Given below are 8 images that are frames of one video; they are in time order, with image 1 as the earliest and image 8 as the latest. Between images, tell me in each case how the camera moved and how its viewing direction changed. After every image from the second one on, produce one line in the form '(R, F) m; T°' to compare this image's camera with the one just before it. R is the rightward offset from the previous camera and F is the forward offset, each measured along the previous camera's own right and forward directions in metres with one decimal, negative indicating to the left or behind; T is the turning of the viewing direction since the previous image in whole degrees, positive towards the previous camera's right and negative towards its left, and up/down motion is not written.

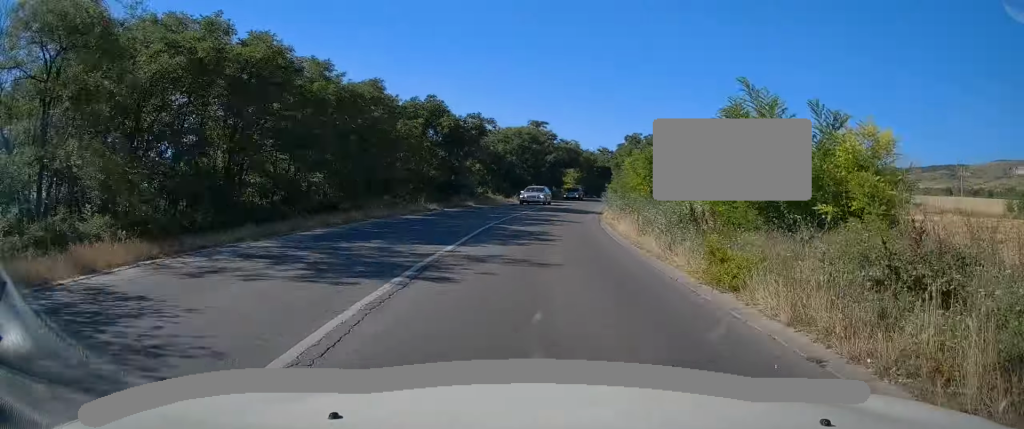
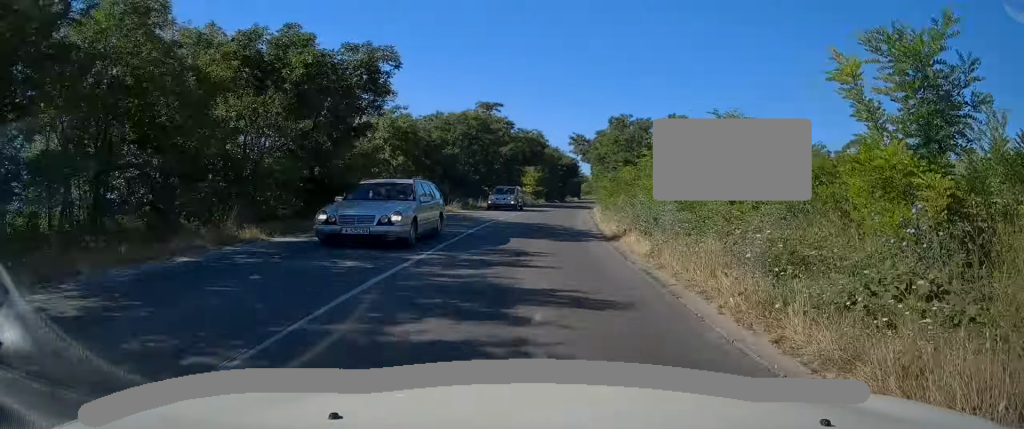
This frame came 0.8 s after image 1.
(+0.4, +17.0) m; +3°
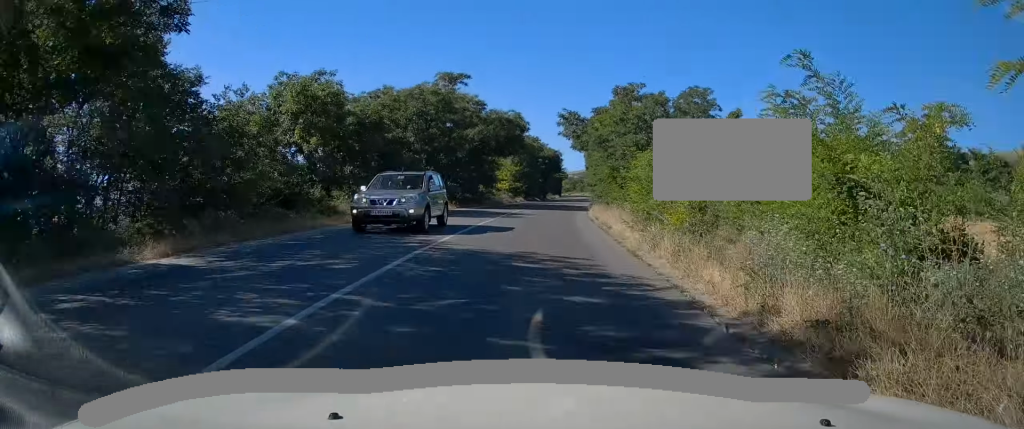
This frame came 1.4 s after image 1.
(+0.1, +12.3) m; +2°
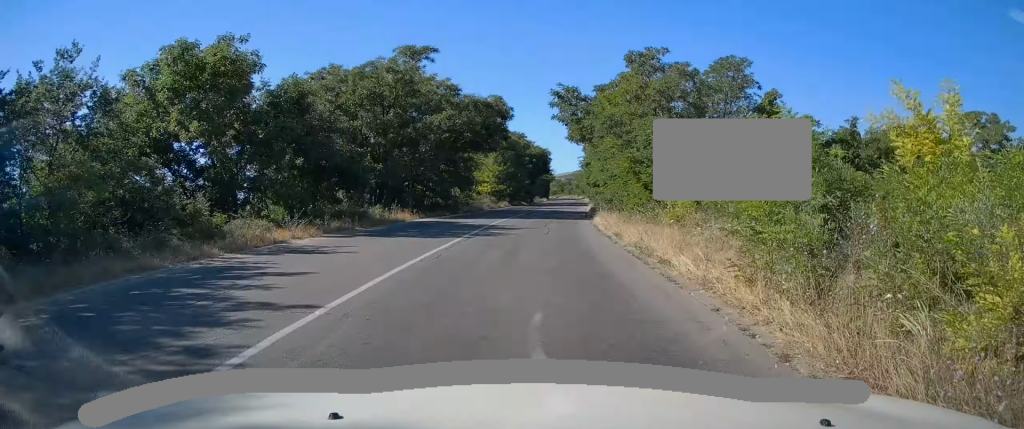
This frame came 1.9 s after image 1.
(+0.2, +8.8) m; +1°
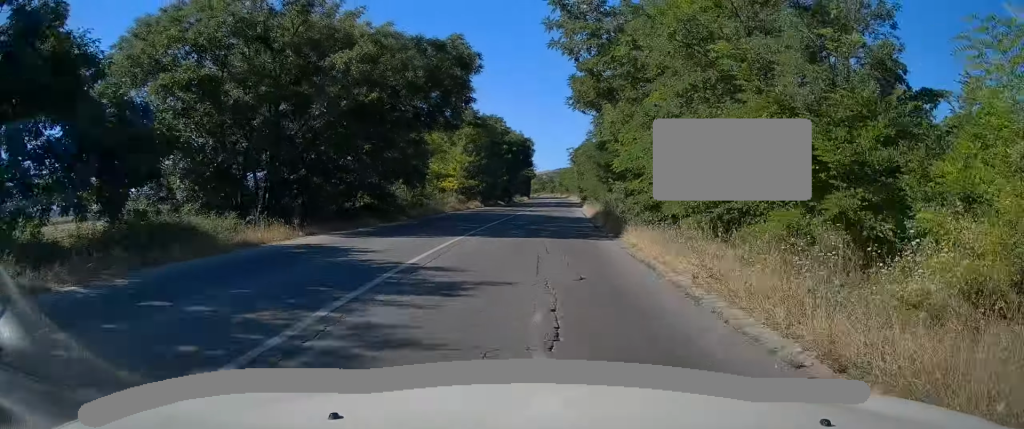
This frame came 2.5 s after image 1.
(+0.2, +13.0) m; +2°
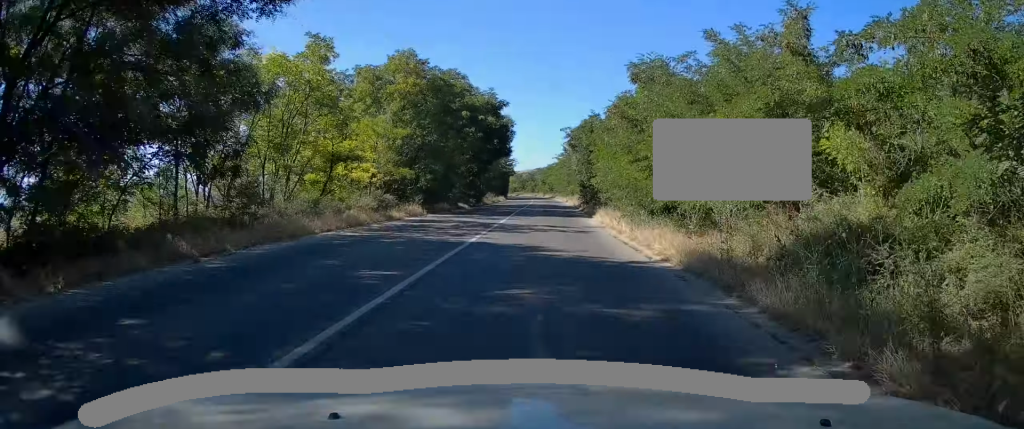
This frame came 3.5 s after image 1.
(+0.4, +19.7) m; +2°
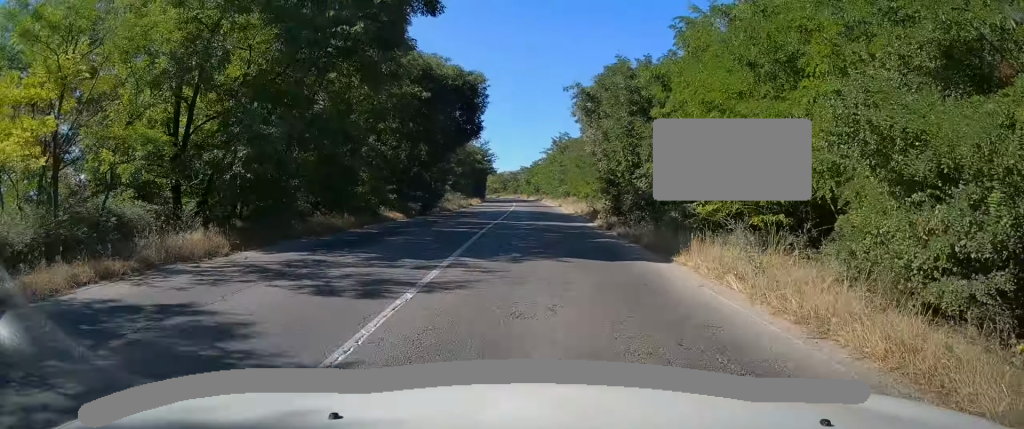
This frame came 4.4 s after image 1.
(+0.3, +18.4) m; +1°
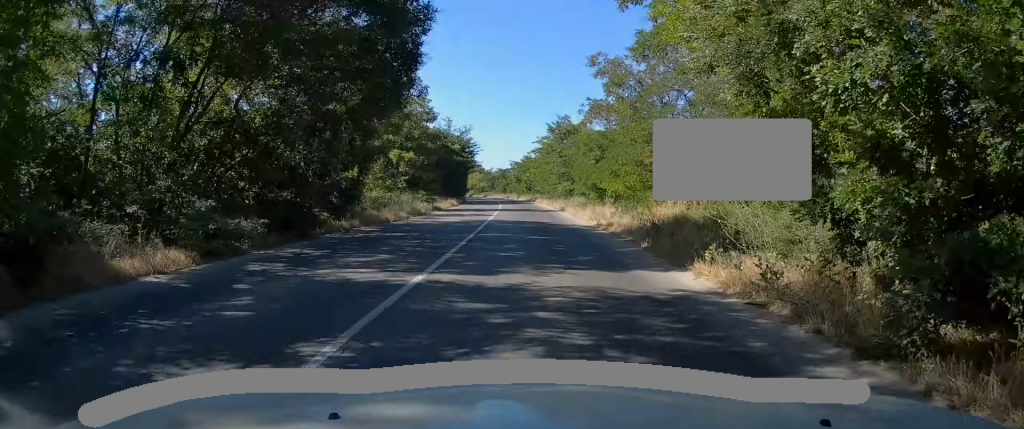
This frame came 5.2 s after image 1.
(+0.1, +16.4) m; +1°
